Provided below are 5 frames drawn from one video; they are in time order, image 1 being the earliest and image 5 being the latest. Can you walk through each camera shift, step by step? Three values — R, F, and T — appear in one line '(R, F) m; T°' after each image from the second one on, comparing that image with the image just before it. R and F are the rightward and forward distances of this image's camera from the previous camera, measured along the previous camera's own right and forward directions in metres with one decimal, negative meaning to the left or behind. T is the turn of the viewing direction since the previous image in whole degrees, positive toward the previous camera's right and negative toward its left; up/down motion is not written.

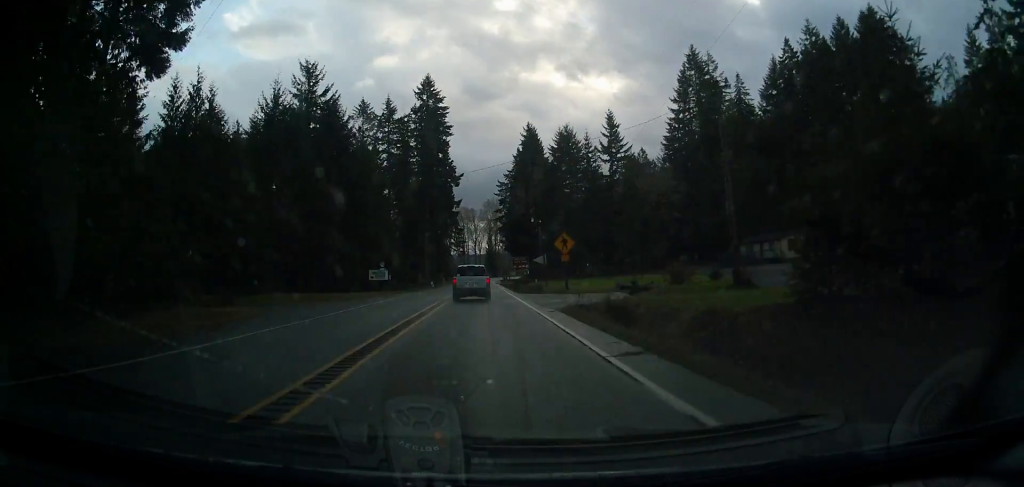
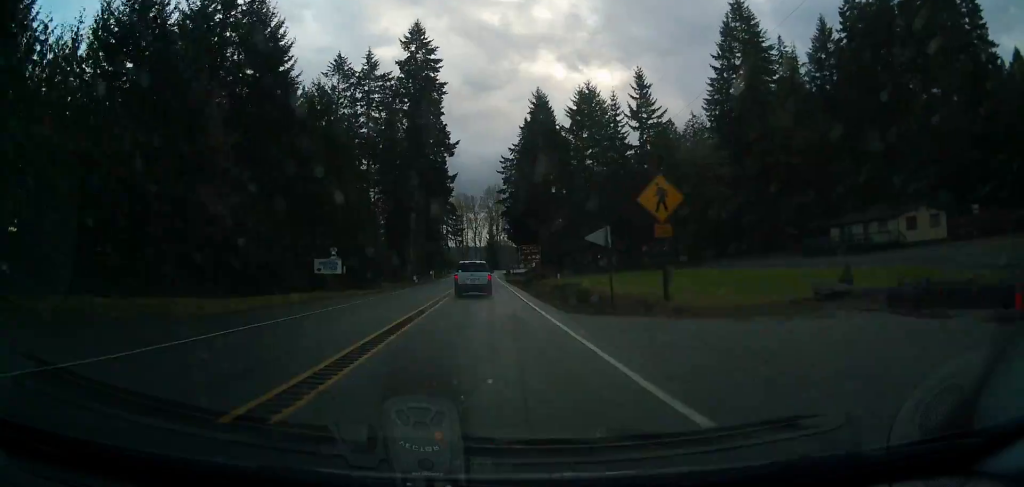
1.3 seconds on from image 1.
(-0.2, +25.3) m; -1°
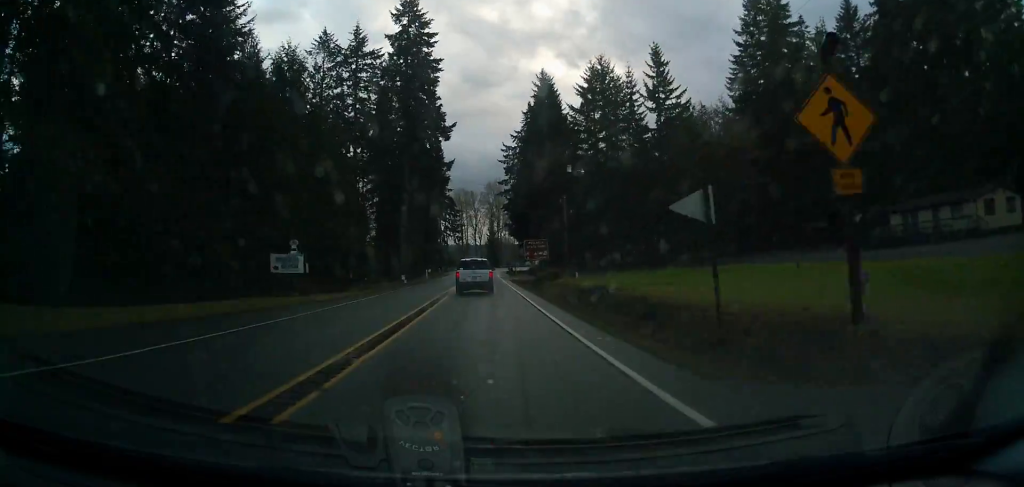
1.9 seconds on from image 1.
(0.0, +11.5) m; 0°
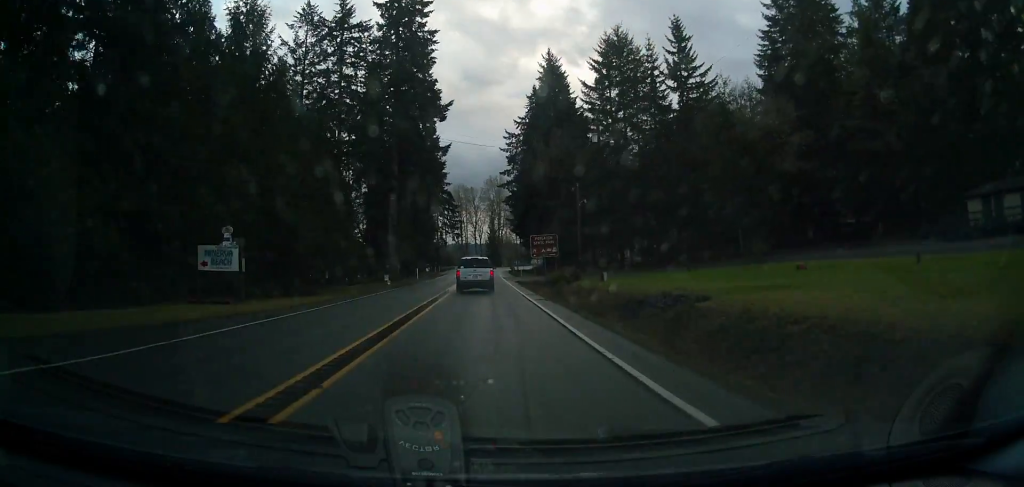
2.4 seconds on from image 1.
(0.0, +11.6) m; 0°
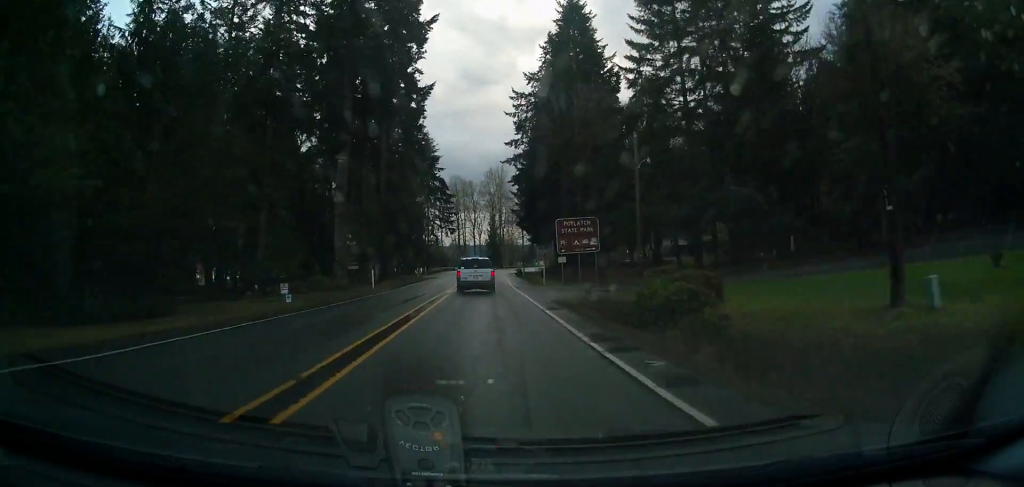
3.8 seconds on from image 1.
(0.0, +29.5) m; 0°
